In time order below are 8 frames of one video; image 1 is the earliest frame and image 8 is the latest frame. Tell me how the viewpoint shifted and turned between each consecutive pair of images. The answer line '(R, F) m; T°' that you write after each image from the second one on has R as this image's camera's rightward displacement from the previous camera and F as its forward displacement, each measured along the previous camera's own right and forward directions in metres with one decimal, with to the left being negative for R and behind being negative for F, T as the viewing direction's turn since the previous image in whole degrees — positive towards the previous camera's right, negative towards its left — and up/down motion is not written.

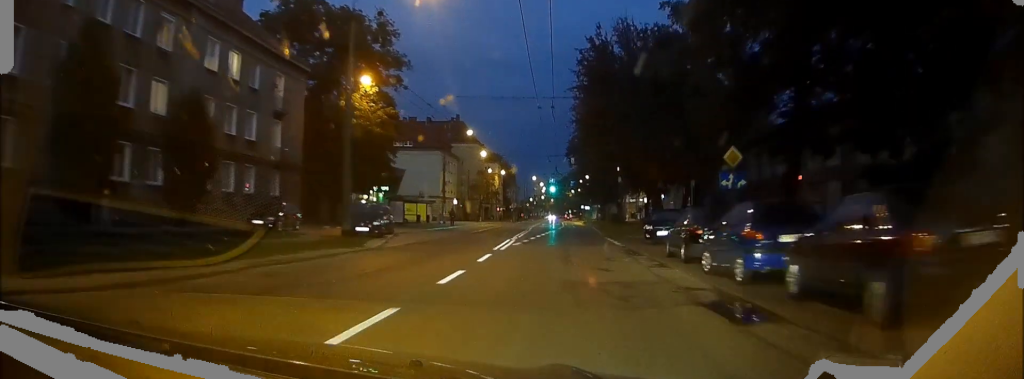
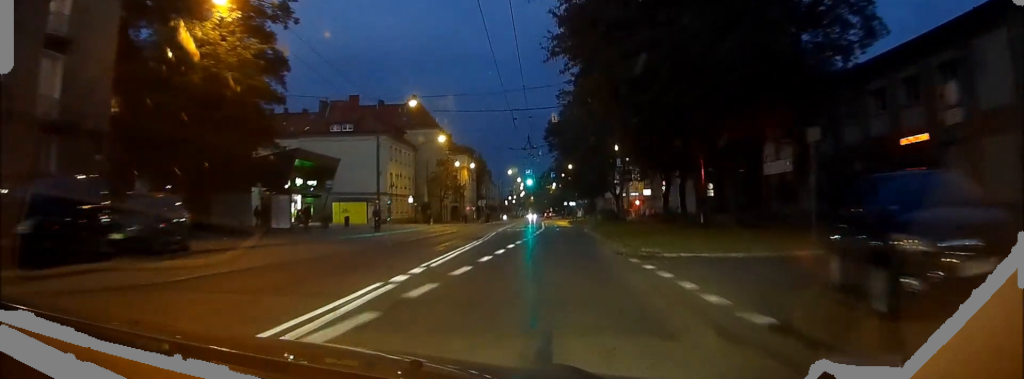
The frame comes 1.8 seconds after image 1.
(+0.1, +21.3) m; +1°
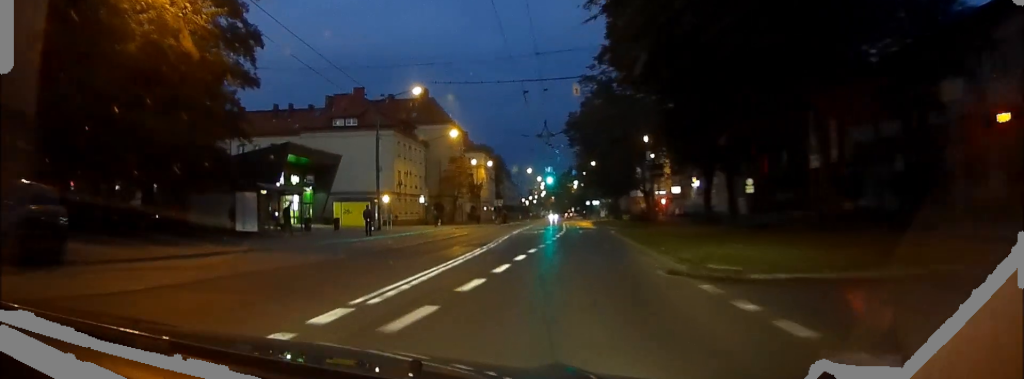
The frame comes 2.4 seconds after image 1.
(+0.1, +6.7) m; 0°
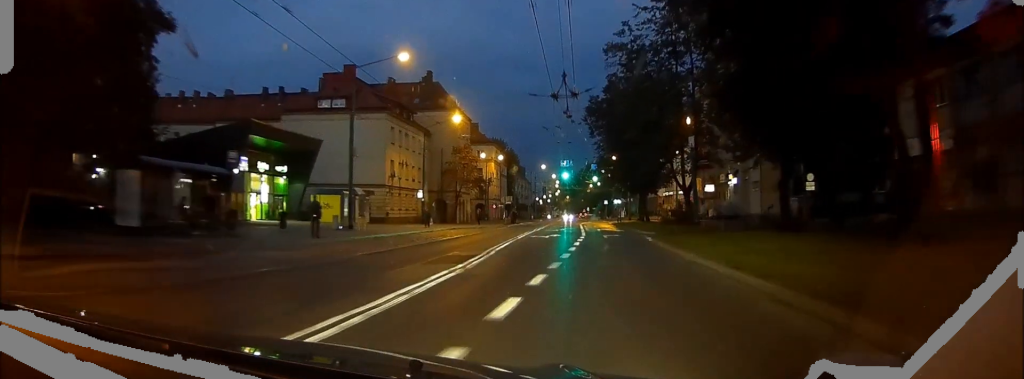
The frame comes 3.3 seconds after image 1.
(-0.2, +10.7) m; 0°
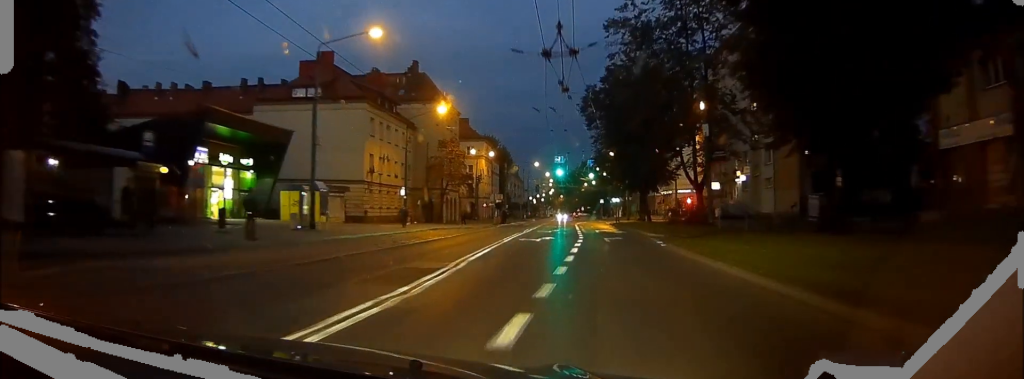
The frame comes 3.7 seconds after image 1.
(+0.1, +5.6) m; +1°
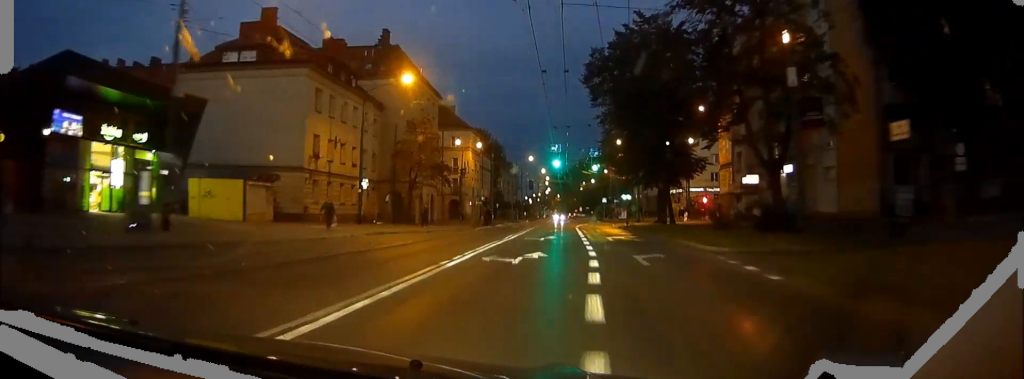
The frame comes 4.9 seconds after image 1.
(+0.3, +14.1) m; +1°
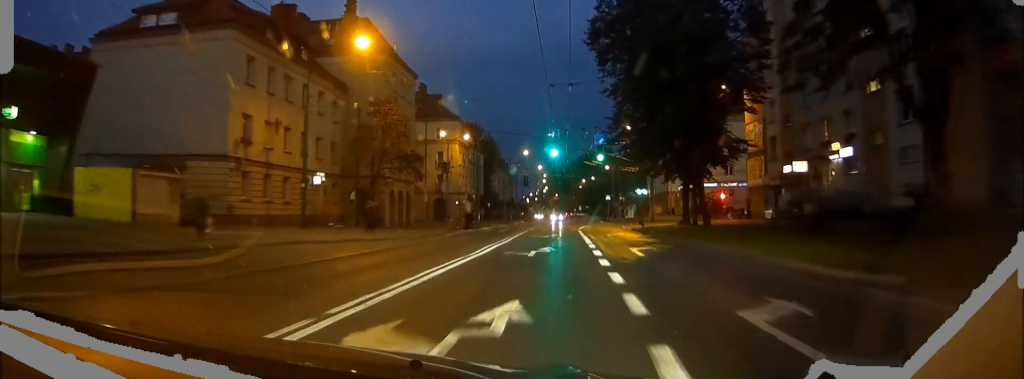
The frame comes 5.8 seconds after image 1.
(0.0, +11.6) m; -1°
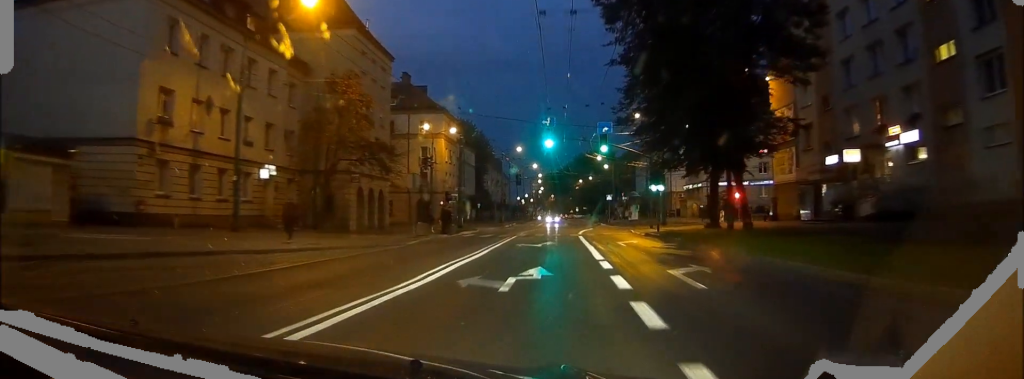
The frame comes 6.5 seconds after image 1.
(-0.1, +8.9) m; -1°
